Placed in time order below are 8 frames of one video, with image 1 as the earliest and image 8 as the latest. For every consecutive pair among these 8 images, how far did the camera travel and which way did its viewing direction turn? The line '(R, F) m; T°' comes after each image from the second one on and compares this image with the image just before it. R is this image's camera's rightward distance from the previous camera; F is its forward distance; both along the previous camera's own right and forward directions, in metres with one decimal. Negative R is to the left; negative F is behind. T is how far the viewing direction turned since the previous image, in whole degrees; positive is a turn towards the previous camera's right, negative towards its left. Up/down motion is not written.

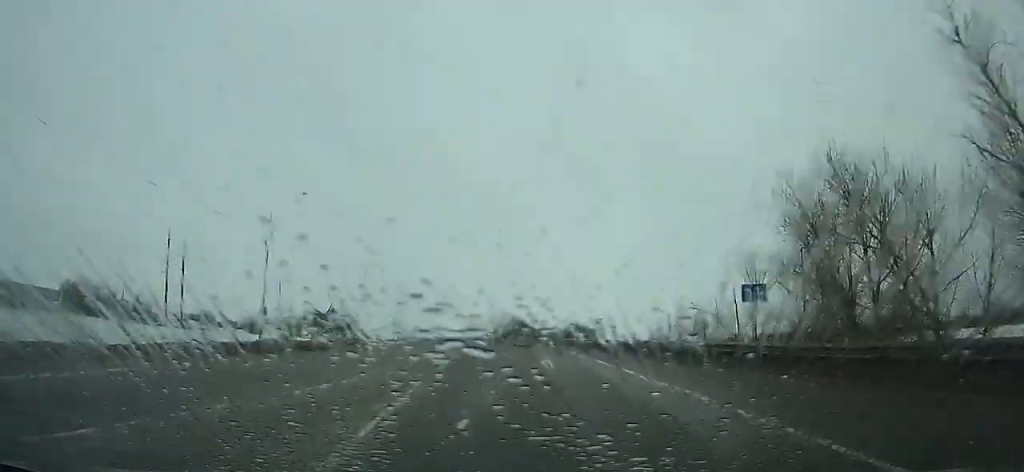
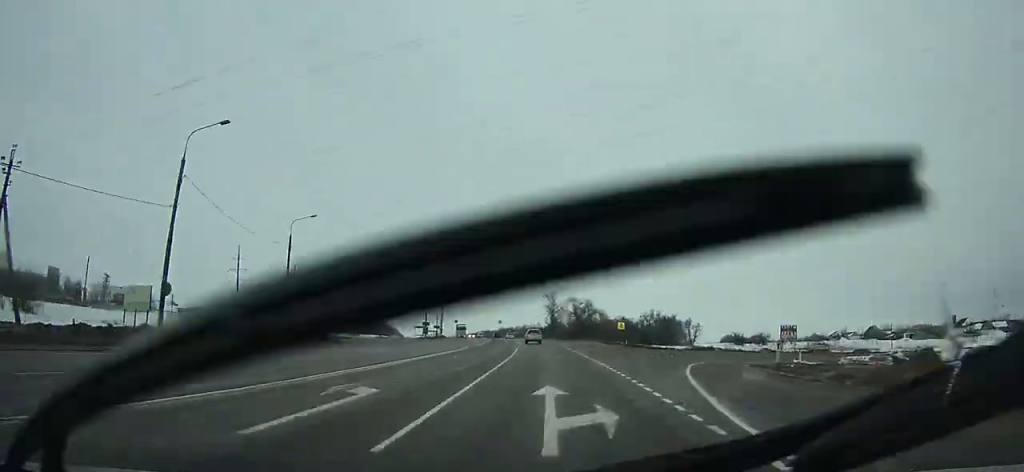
(-4.2, +74.0) m; -5°
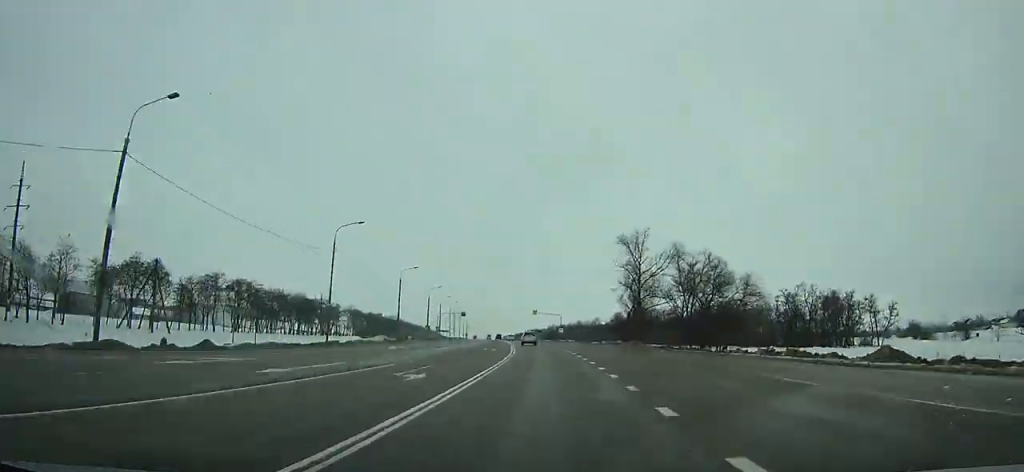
(-4.4, +92.1) m; -5°
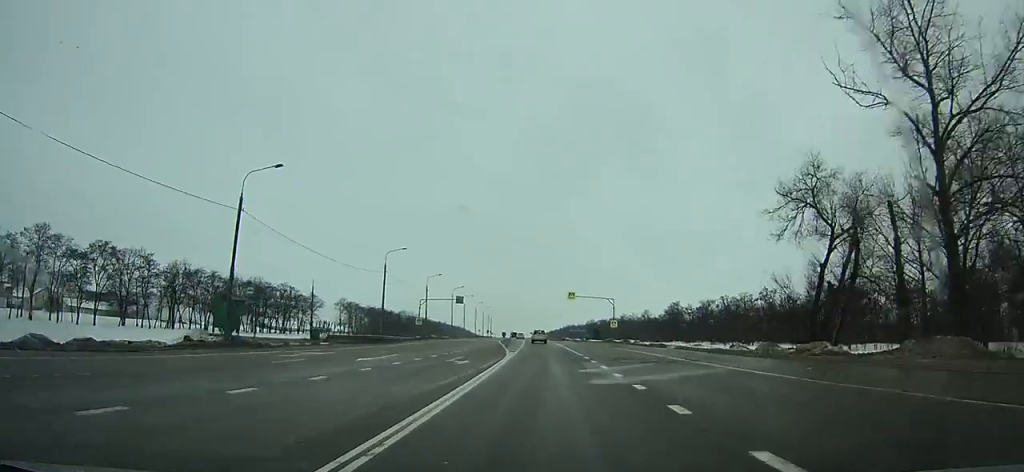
(-1.4, +52.2) m; -3°
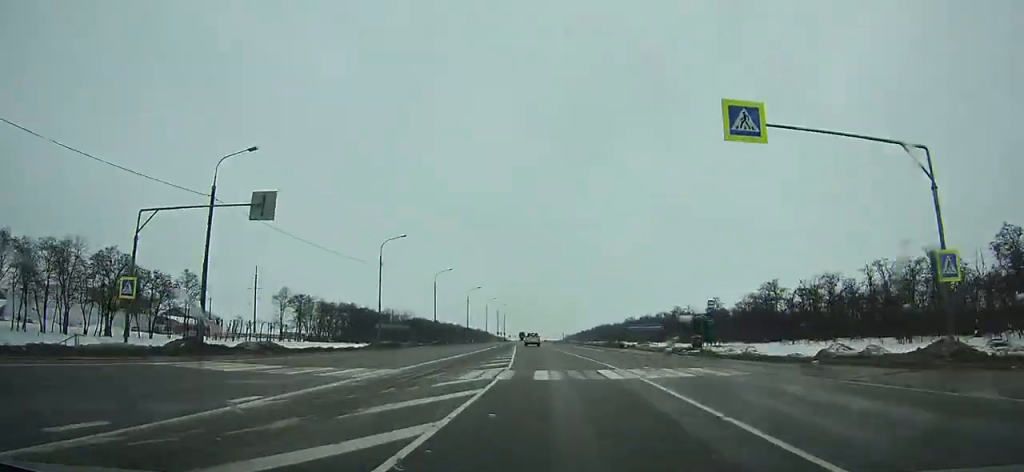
(-2.1, +69.0) m; -3°
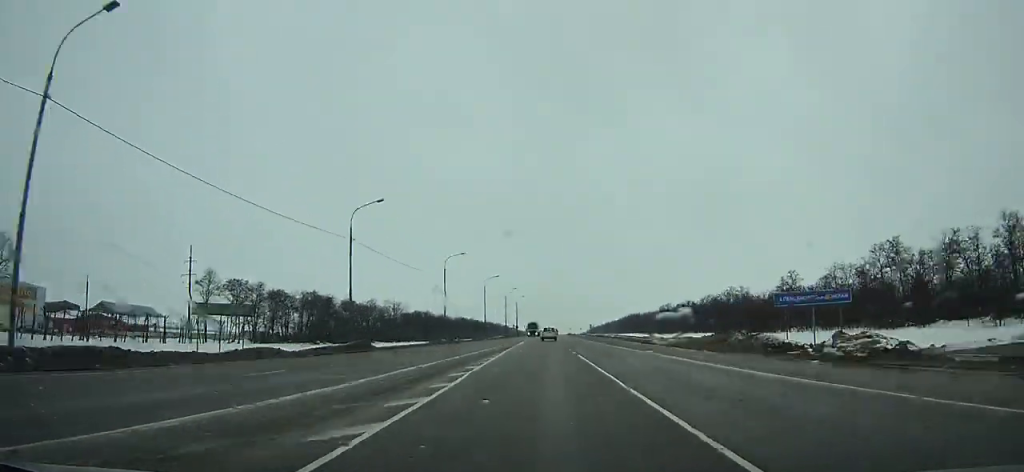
(-0.8, +44.1) m; -1°
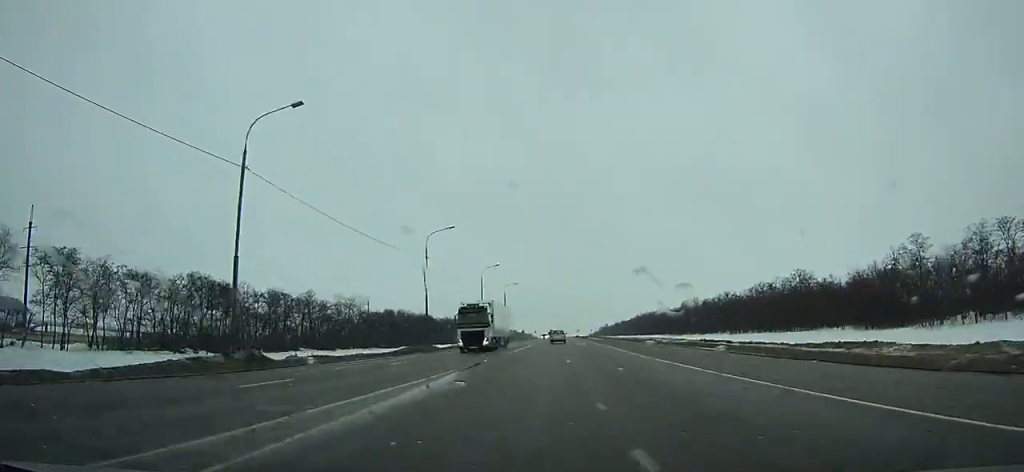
(-0.2, +51.4) m; 0°
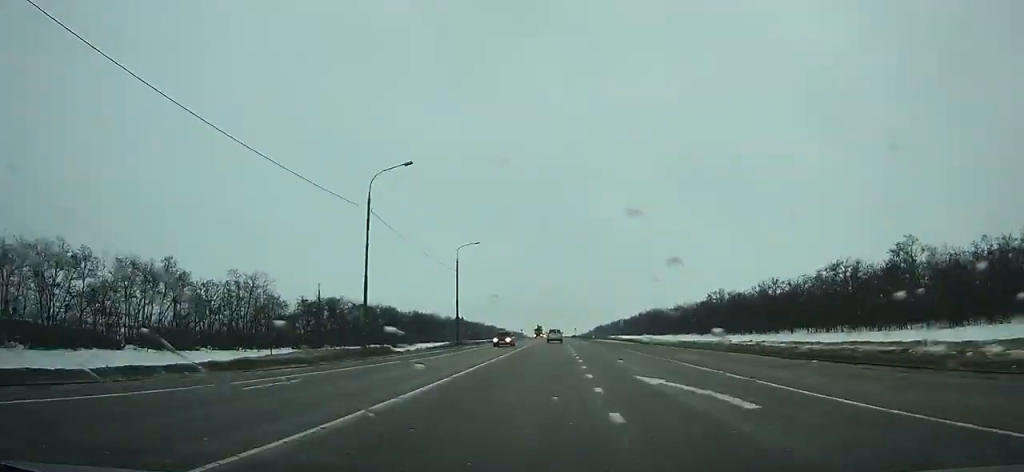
(+0.1, +49.0) m; 0°
